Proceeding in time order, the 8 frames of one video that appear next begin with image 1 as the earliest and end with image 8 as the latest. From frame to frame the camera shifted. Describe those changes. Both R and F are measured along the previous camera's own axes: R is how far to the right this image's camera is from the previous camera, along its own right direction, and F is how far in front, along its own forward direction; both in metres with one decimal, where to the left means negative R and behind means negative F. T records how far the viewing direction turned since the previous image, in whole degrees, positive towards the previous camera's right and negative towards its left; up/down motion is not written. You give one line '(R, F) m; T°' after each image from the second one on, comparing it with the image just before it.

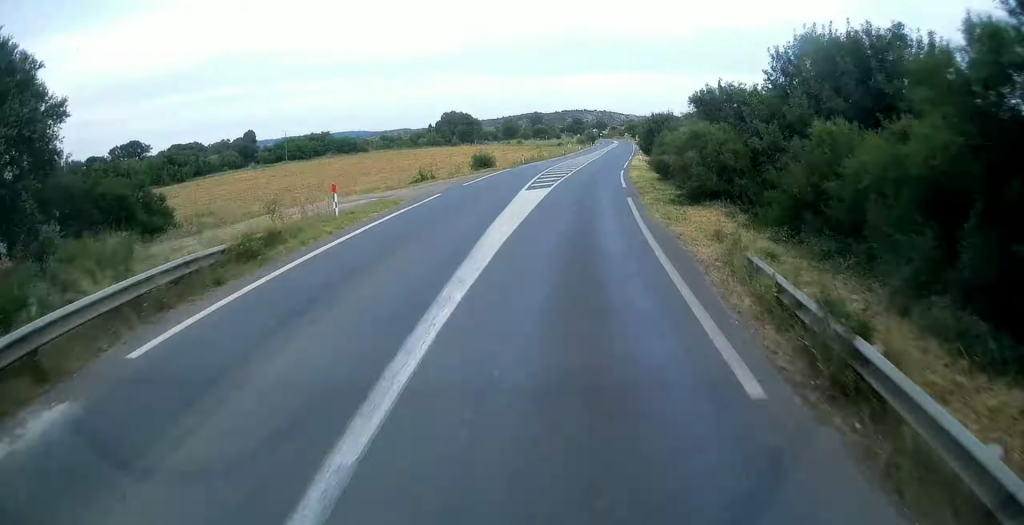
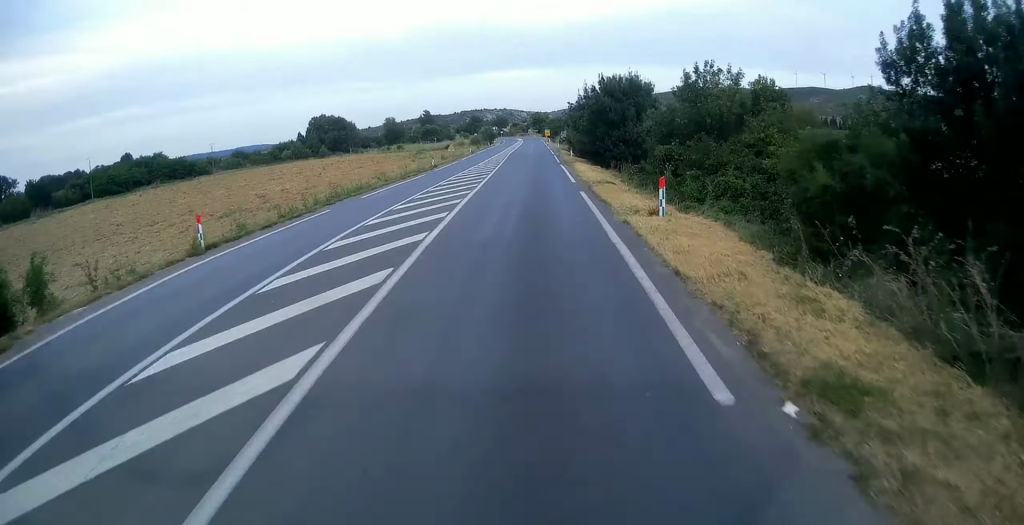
(+3.9, +58.7) m; +2°
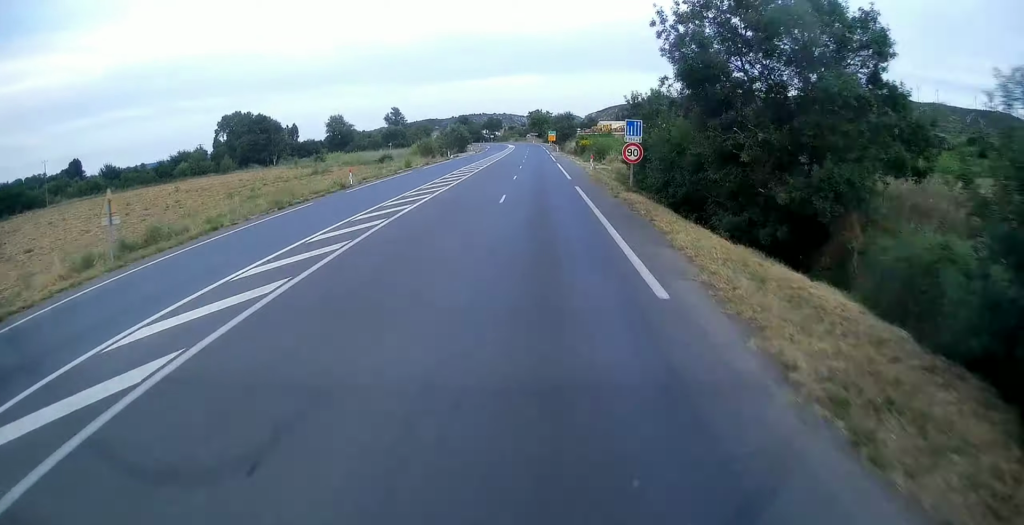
(+2.1, +81.8) m; 0°
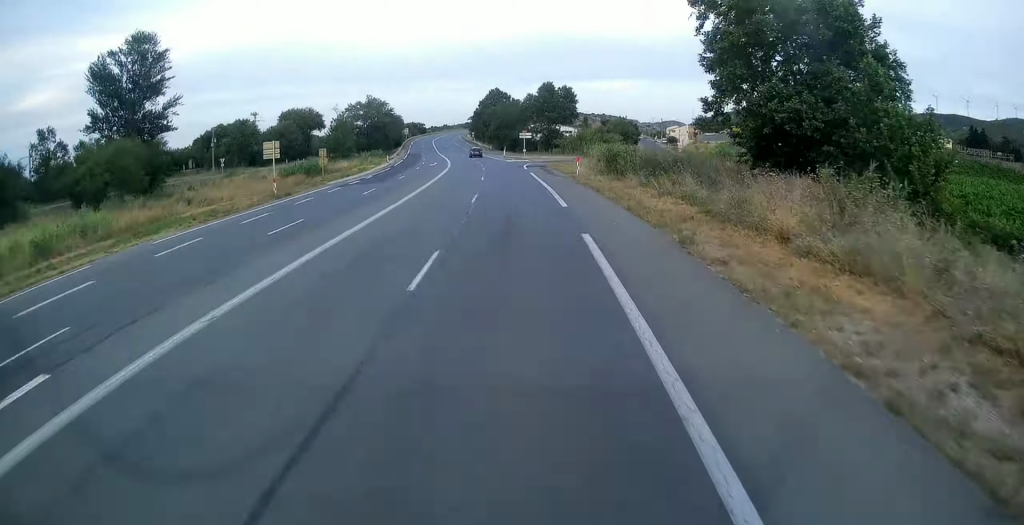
(-16.3, +211.3) m; -9°
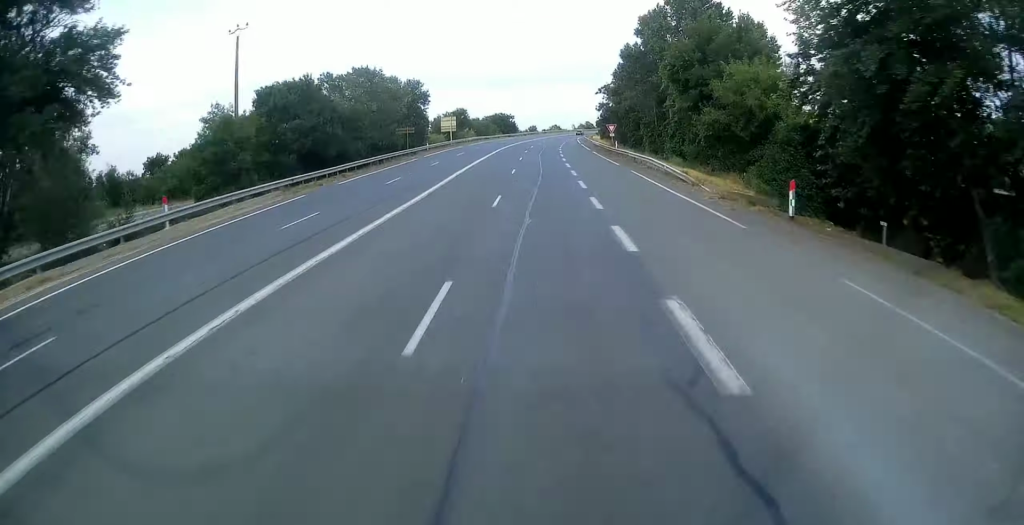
(-5.5, +119.1) m; +1°
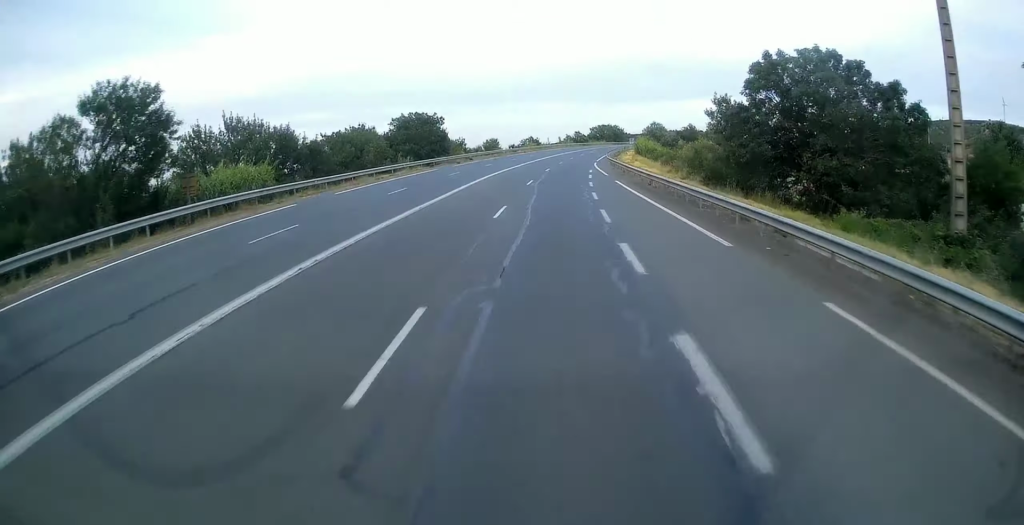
(-5.4, +77.0) m; +4°
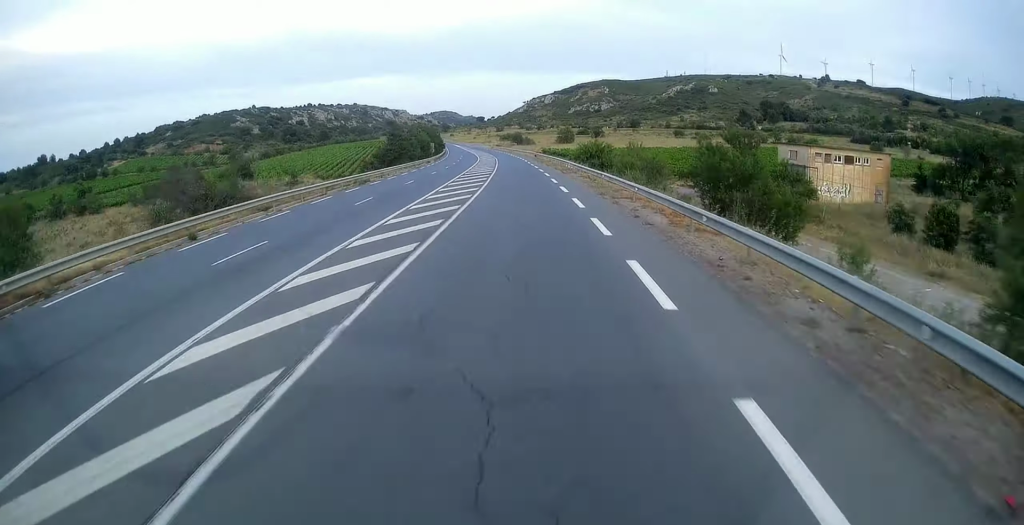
(+122.7, +431.0) m; +16°
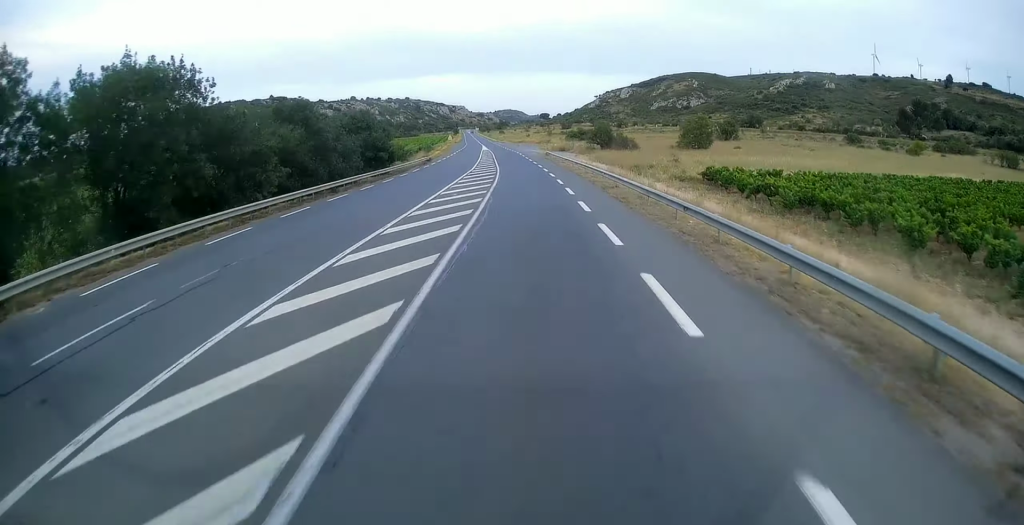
(-2.3, +114.5) m; -4°
